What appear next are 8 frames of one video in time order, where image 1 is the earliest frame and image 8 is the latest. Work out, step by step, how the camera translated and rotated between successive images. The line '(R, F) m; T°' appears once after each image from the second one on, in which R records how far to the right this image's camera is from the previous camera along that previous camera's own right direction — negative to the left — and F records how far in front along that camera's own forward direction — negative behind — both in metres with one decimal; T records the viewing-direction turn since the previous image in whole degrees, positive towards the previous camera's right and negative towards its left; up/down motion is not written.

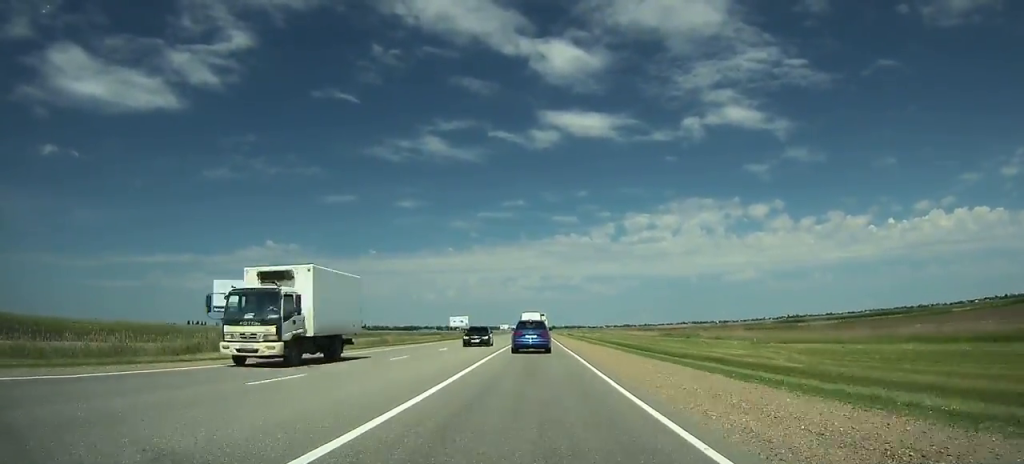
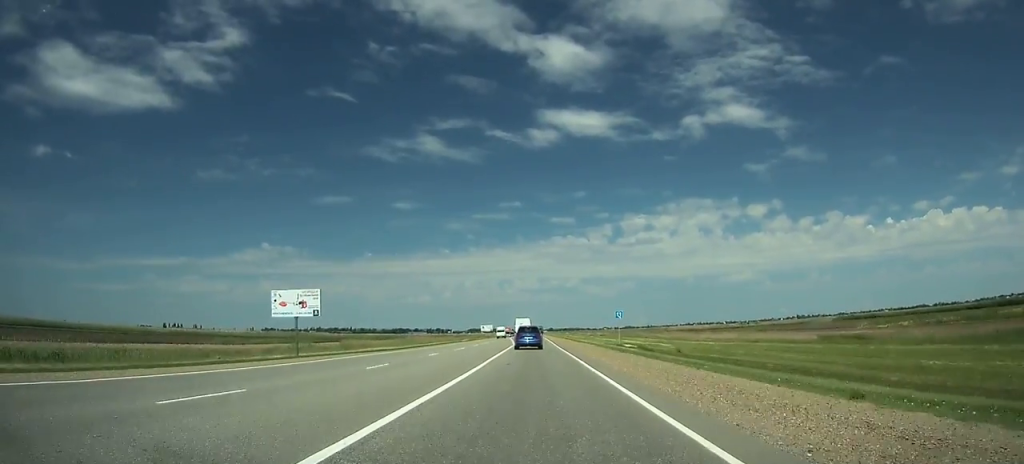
(+0.3, +139.8) m; 0°
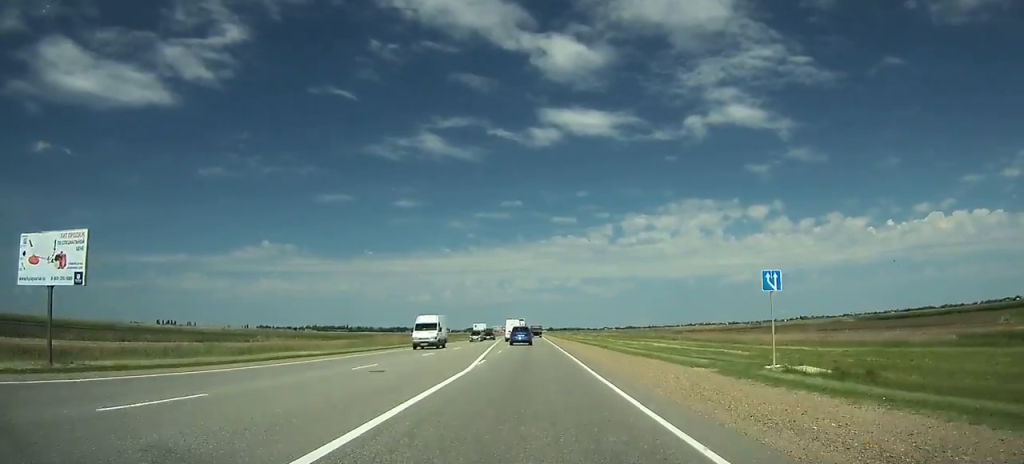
(-0.1, +37.0) m; 0°
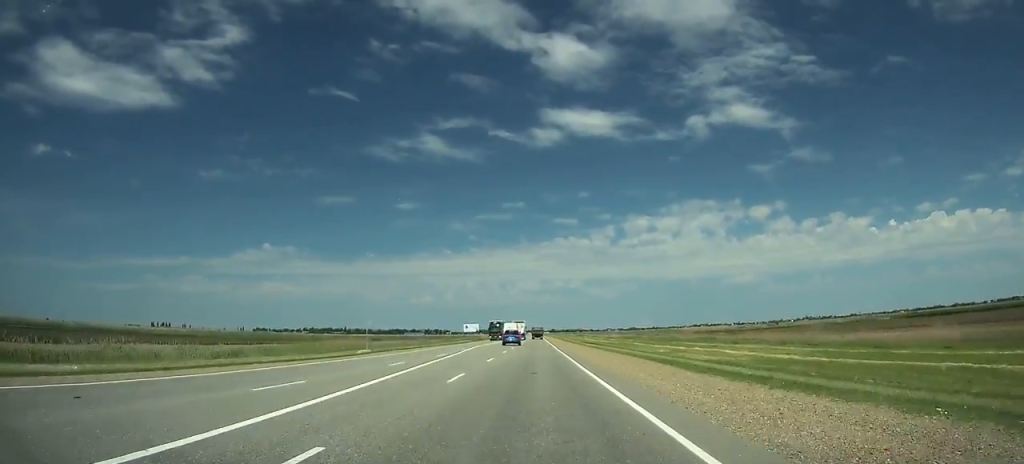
(-0.1, +41.9) m; 0°
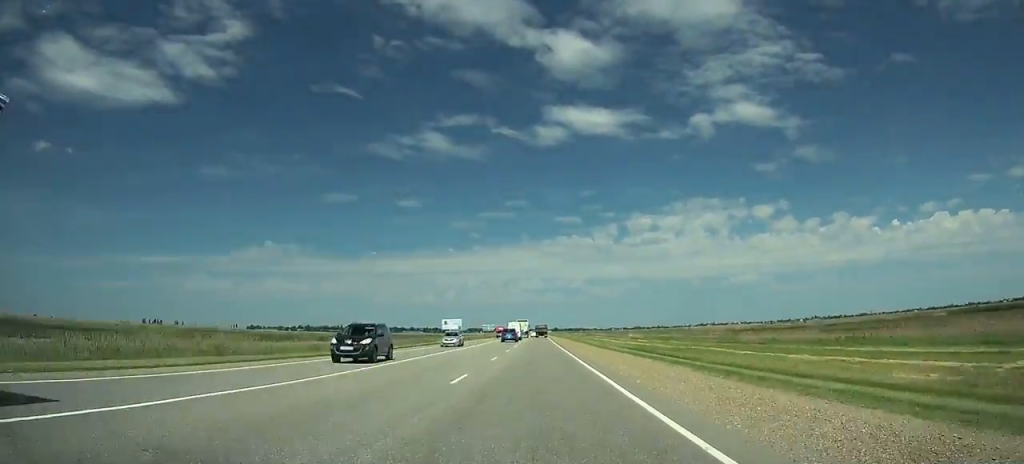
(-0.1, +60.9) m; 0°
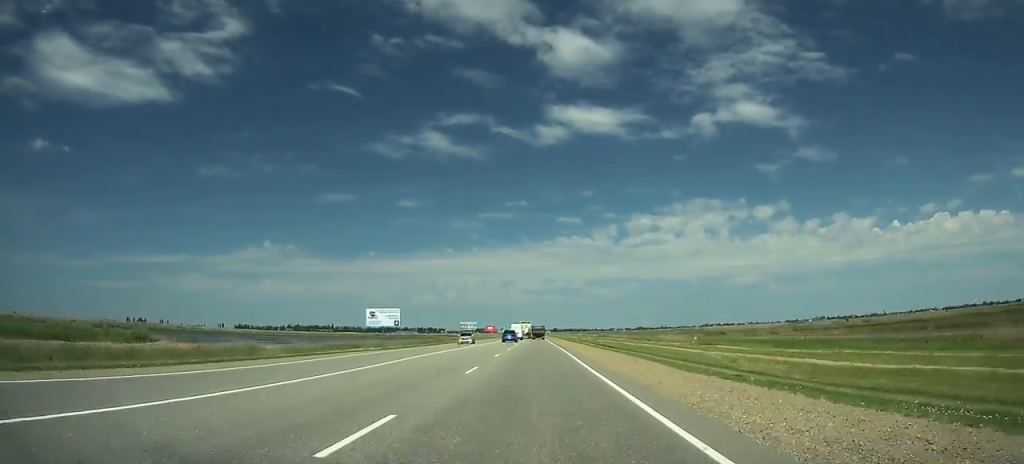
(+0.2, +79.6) m; 0°
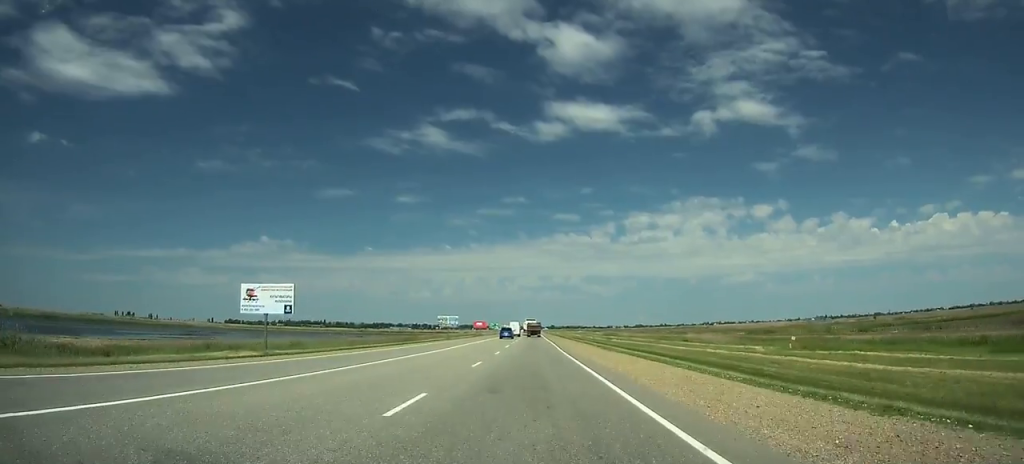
(+0.1, +44.5) m; 0°
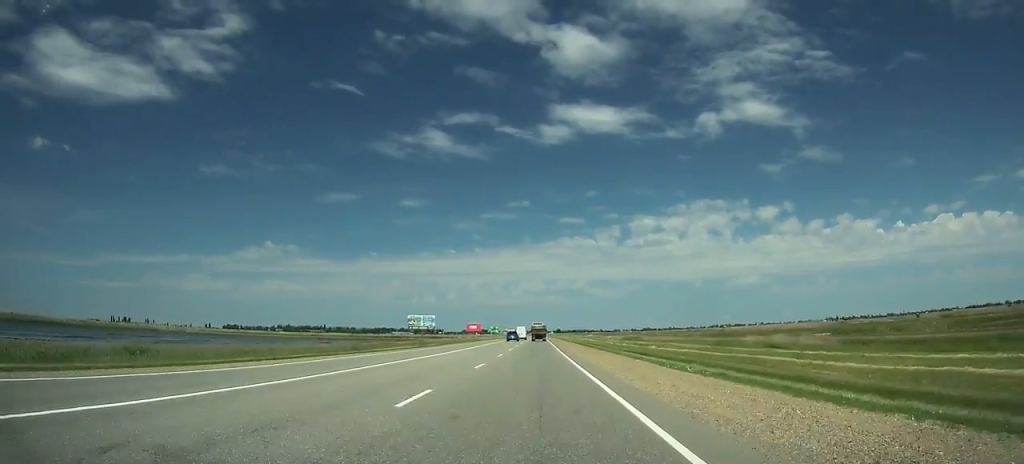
(0.0, +47.3) m; 0°
